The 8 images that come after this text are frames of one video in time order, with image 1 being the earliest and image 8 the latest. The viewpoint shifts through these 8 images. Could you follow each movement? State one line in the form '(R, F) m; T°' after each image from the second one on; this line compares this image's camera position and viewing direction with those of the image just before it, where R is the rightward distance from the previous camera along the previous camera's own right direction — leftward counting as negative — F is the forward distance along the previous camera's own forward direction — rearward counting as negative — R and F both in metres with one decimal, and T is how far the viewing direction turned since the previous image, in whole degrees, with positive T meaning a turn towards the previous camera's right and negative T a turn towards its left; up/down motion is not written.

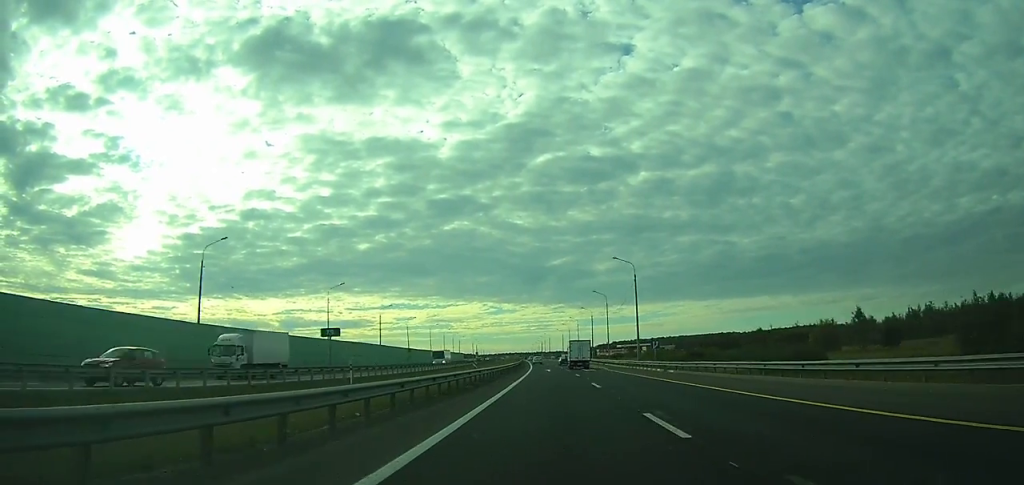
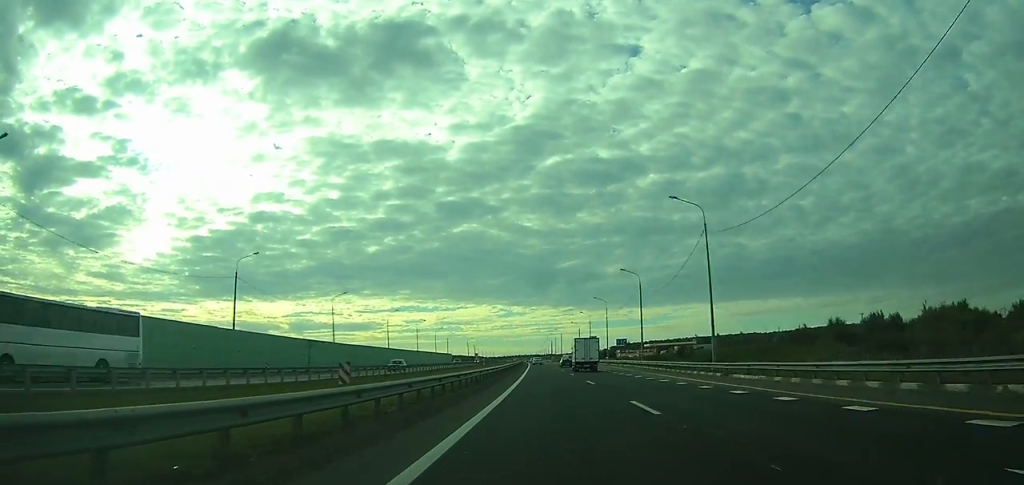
(-0.7, +56.9) m; -1°
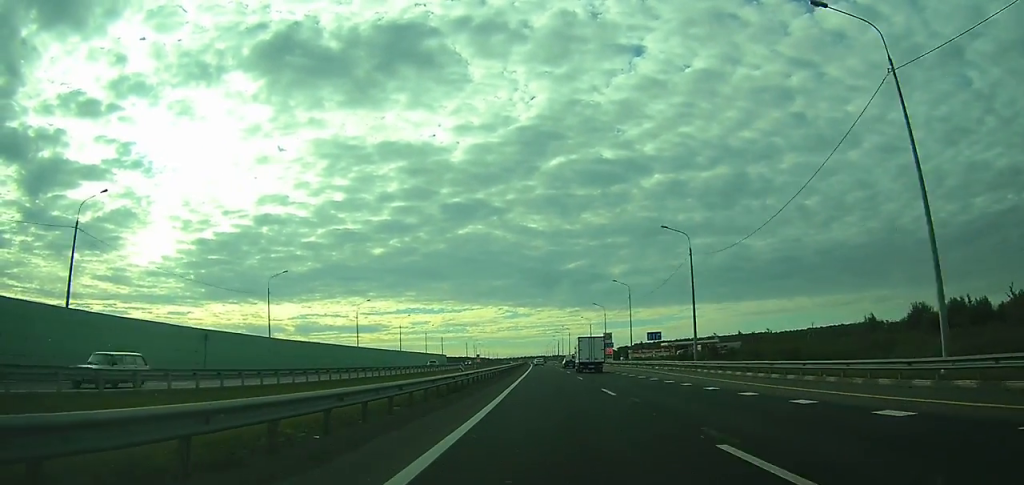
(-0.1, +24.7) m; -1°
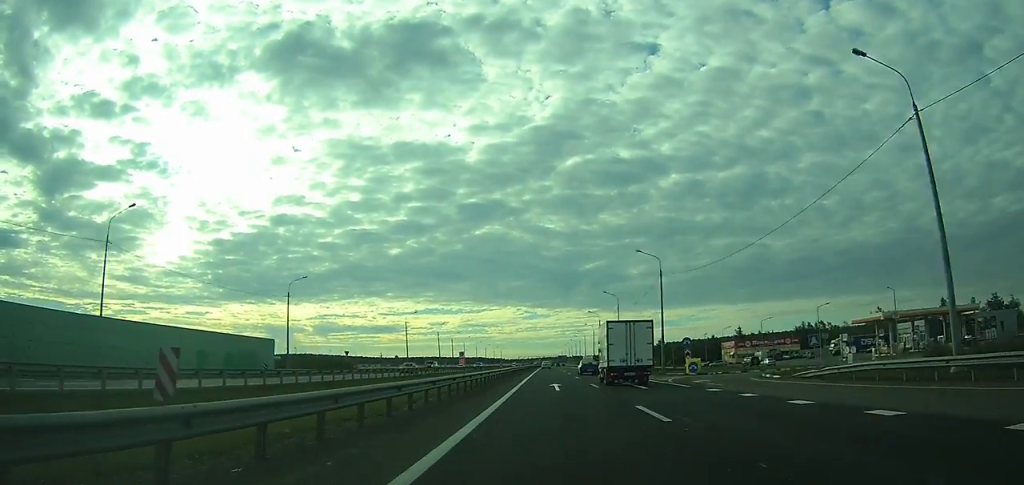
(-3.3, +143.0) m; -2°
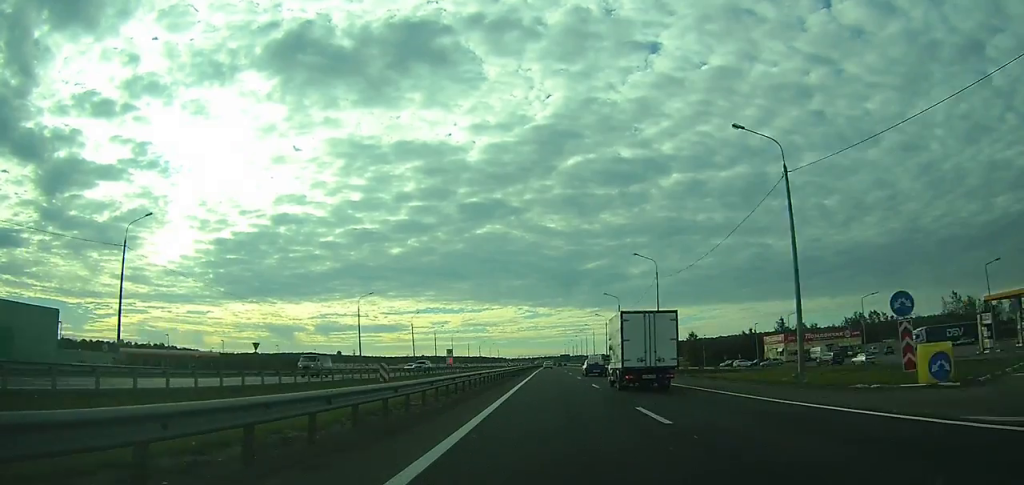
(0.0, +33.1) m; 0°
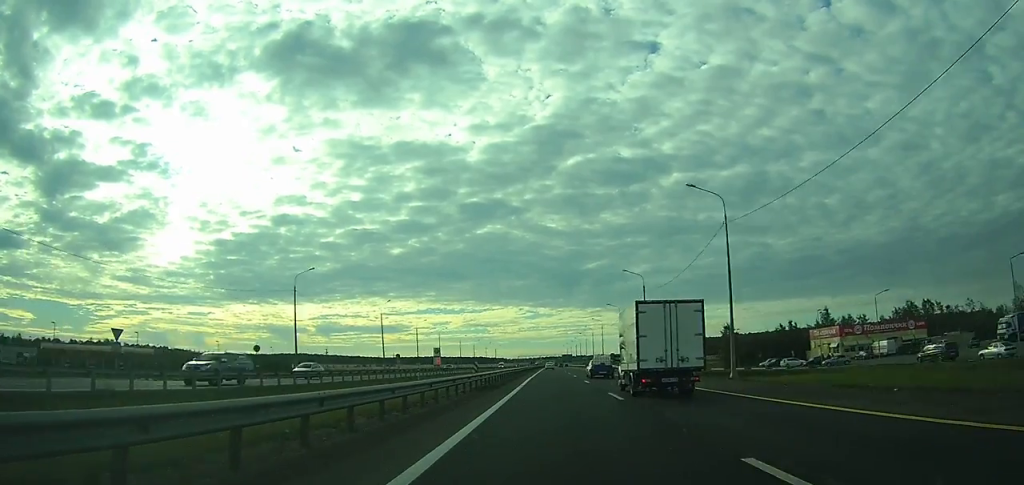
(-0.1, +24.7) m; 0°
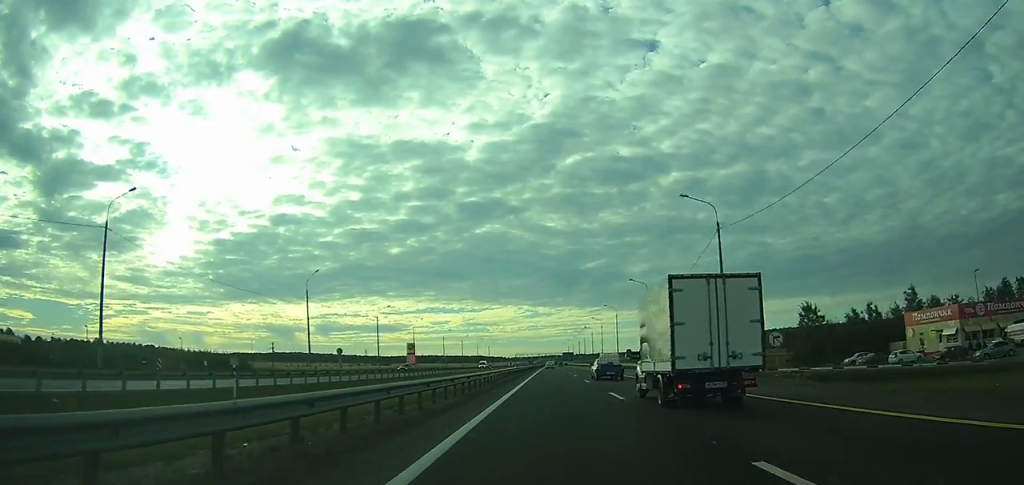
(-0.1, +33.0) m; 0°
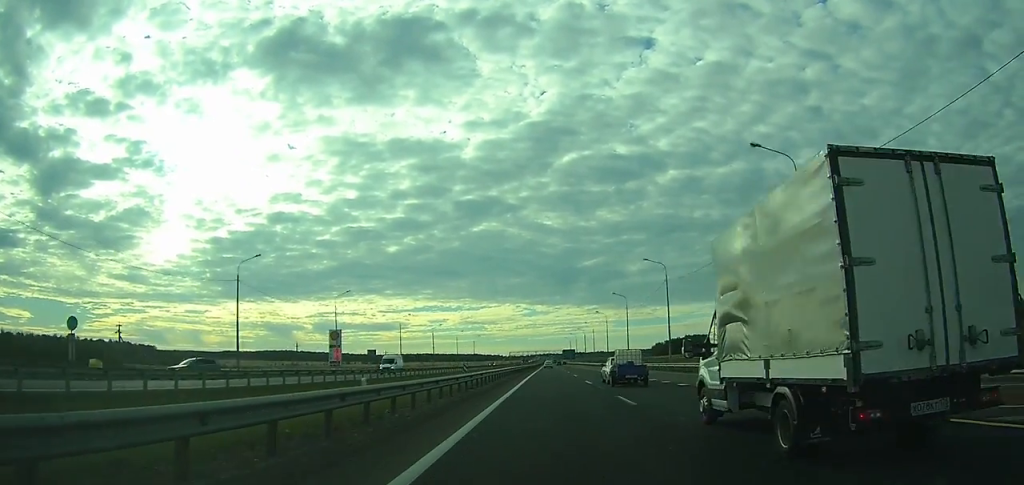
(+0.1, +49.0) m; 0°
